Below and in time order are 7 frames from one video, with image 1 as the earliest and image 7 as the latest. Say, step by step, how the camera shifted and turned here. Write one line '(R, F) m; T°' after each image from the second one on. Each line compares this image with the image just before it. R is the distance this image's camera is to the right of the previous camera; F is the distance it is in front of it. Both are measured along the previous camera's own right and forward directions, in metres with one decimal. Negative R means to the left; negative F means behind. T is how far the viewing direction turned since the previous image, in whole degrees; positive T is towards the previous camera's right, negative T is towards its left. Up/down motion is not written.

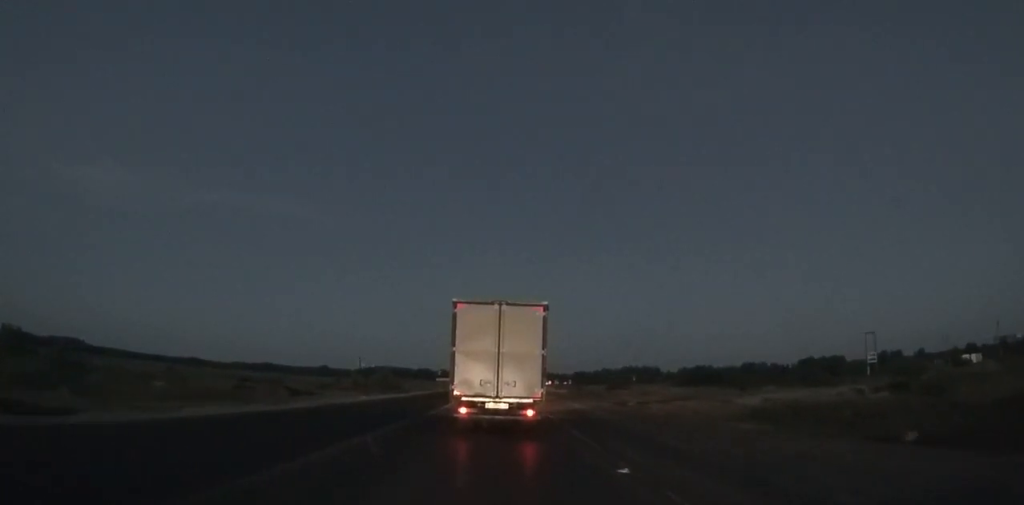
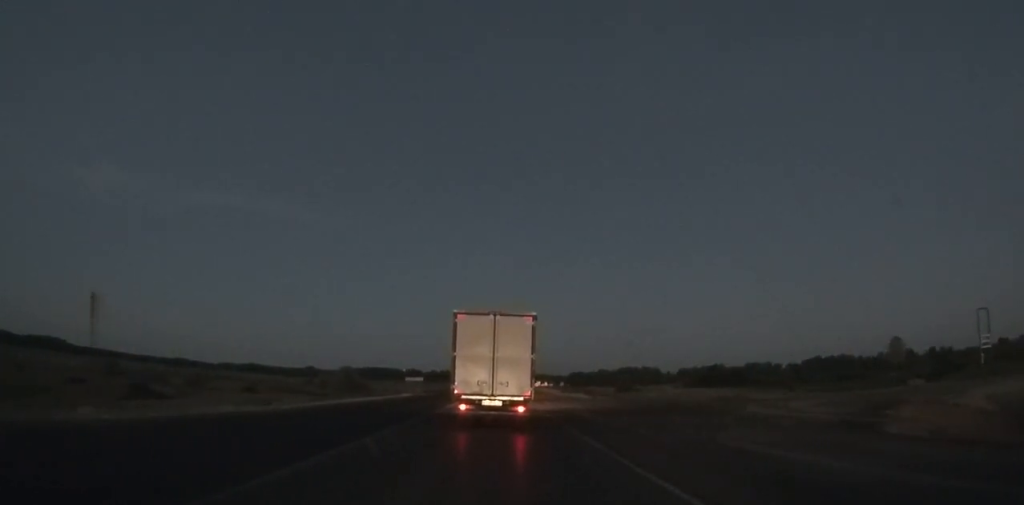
(+0.4, +28.9) m; +2°
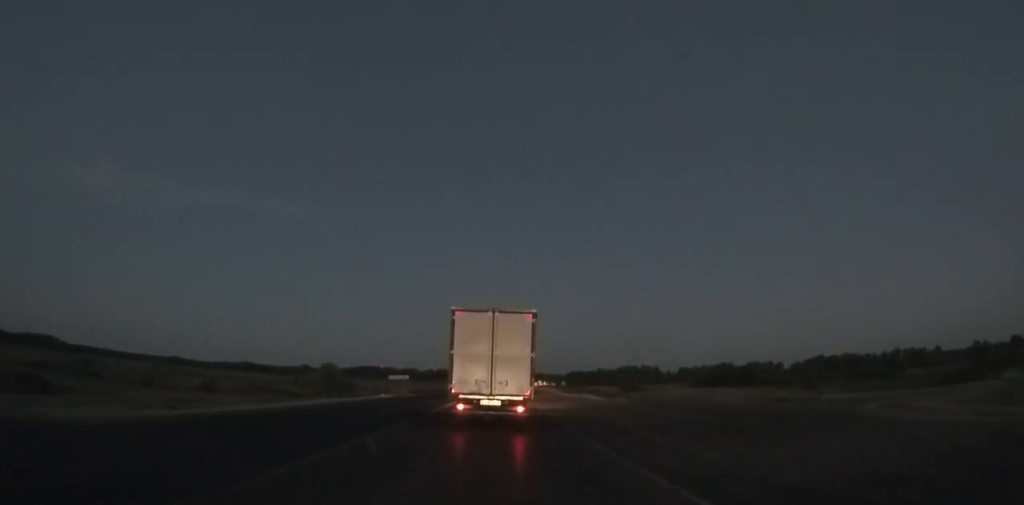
(0.0, +10.4) m; +1°
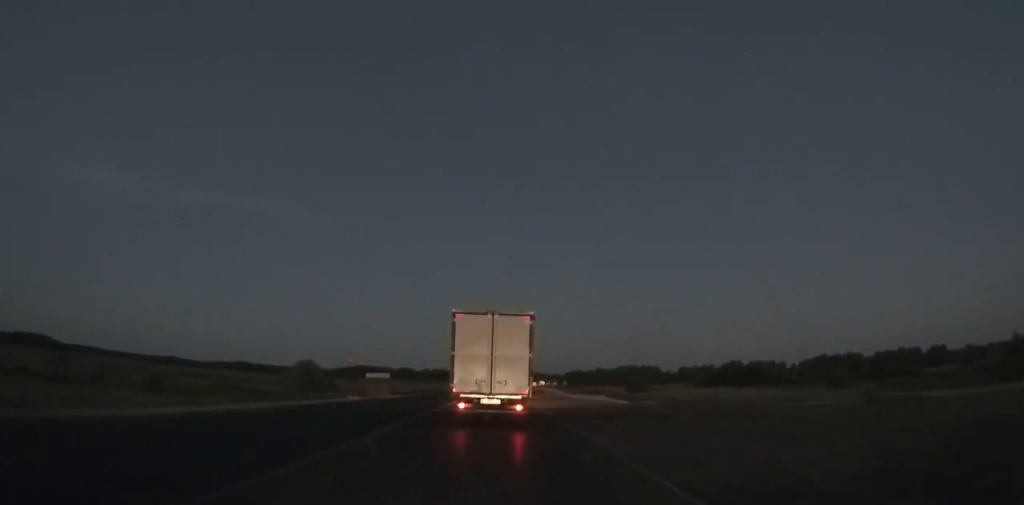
(+0.1, +12.1) m; +1°
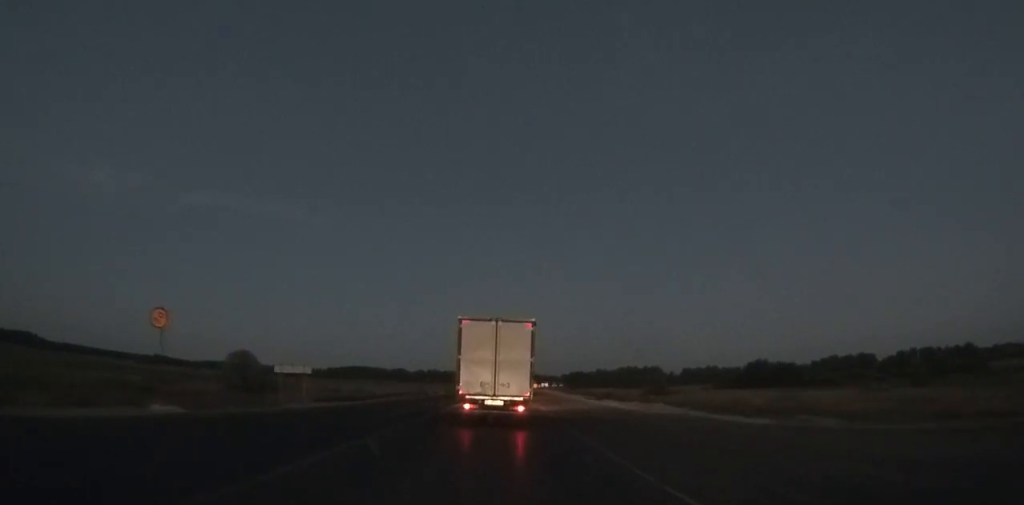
(0.0, +25.3) m; -1°
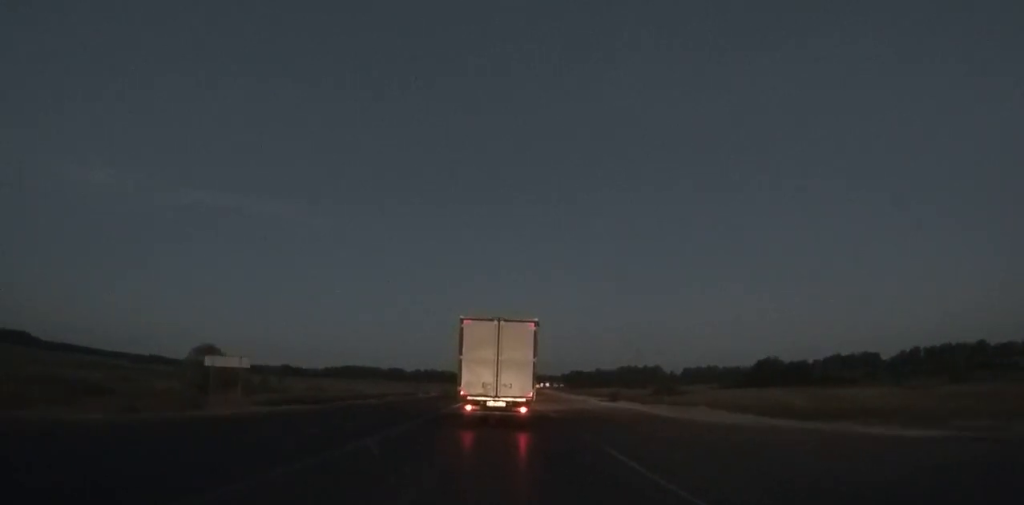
(-0.1, +8.6) m; 0°
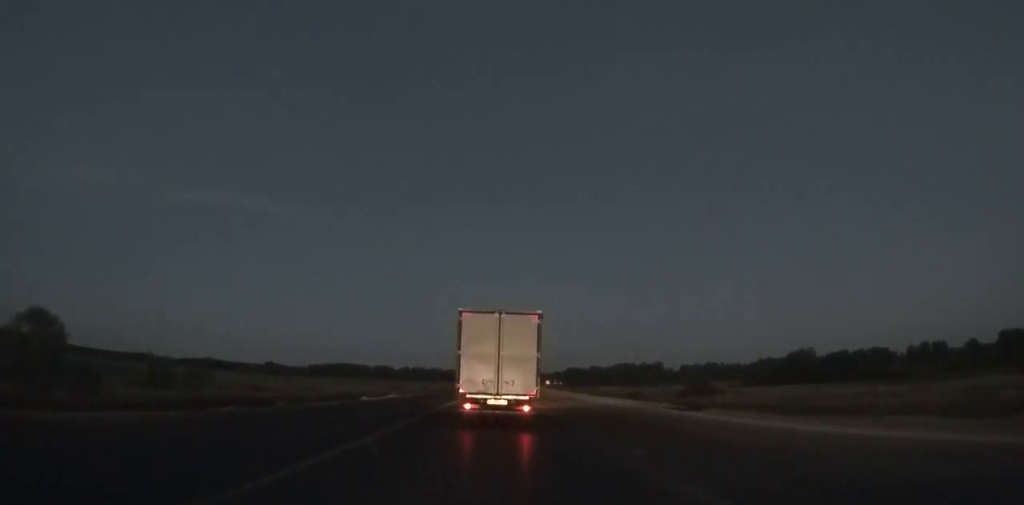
(+0.1, +25.5) m; 0°
